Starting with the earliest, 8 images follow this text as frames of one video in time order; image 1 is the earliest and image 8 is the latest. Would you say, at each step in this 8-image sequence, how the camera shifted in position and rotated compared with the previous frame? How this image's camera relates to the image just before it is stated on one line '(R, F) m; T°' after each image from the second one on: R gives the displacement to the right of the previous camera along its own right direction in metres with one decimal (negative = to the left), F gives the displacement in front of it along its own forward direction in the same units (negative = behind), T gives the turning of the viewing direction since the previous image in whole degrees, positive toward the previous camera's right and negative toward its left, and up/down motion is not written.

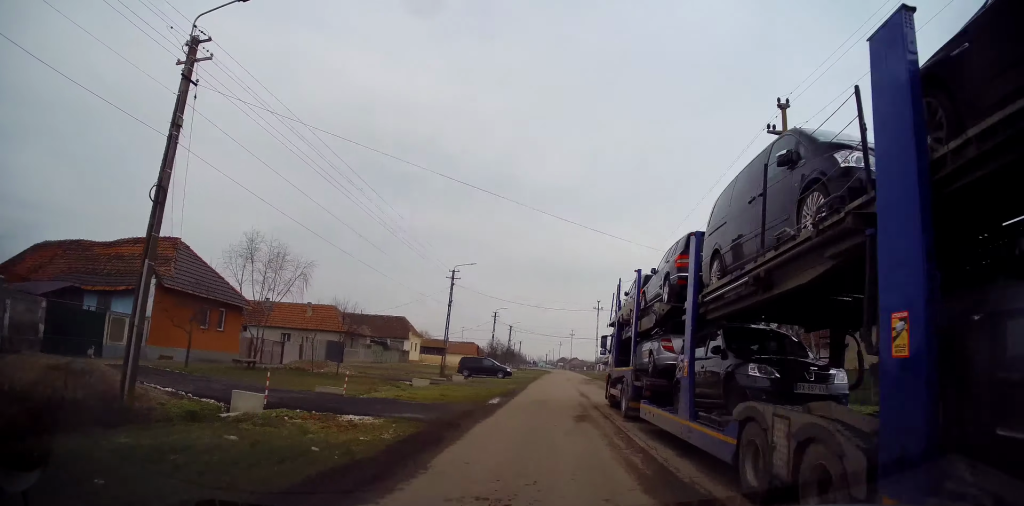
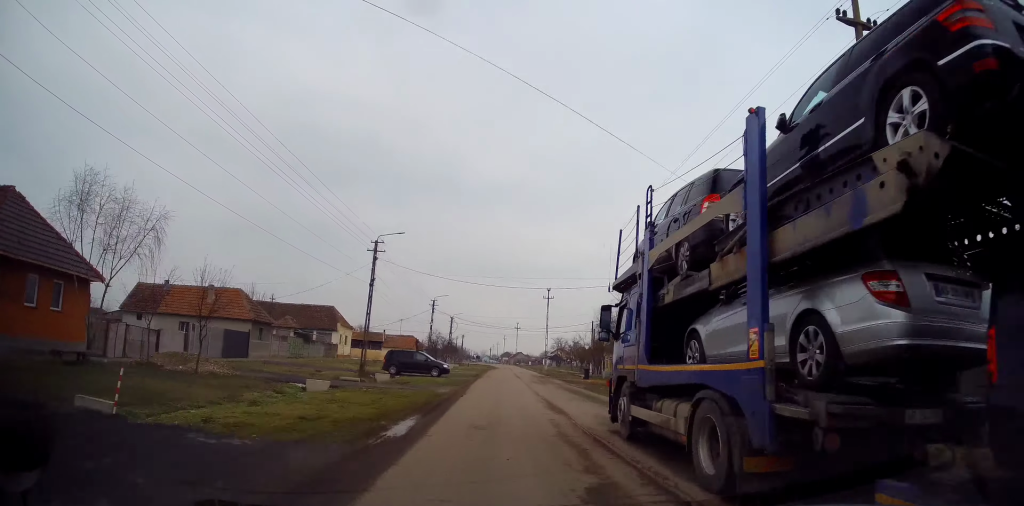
(+0.4, +7.2) m; +6°
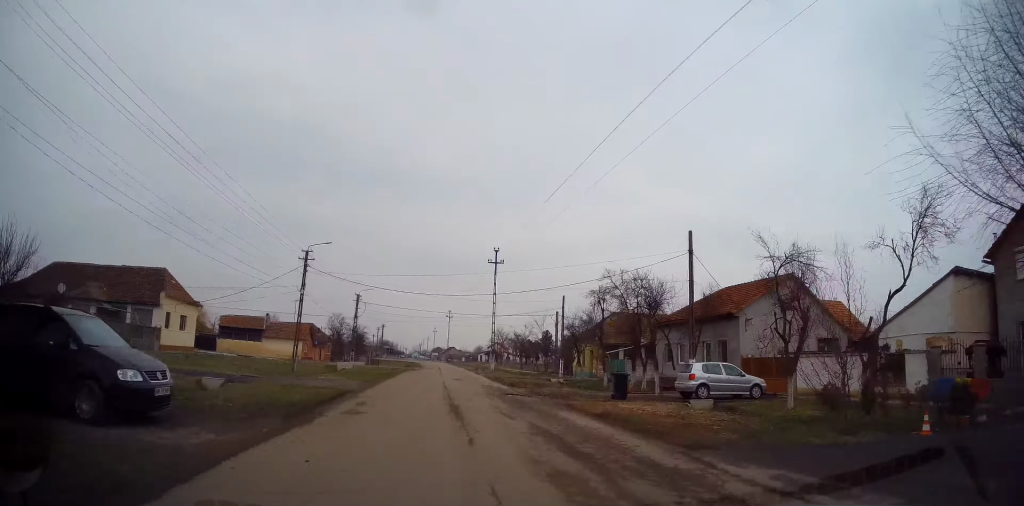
(+1.8, +26.4) m; +6°
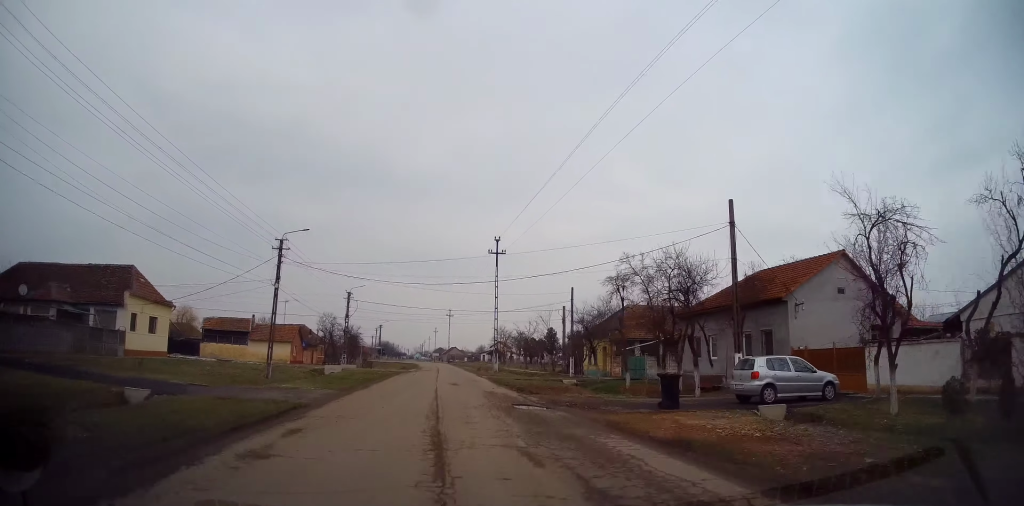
(0.0, +5.1) m; +1°
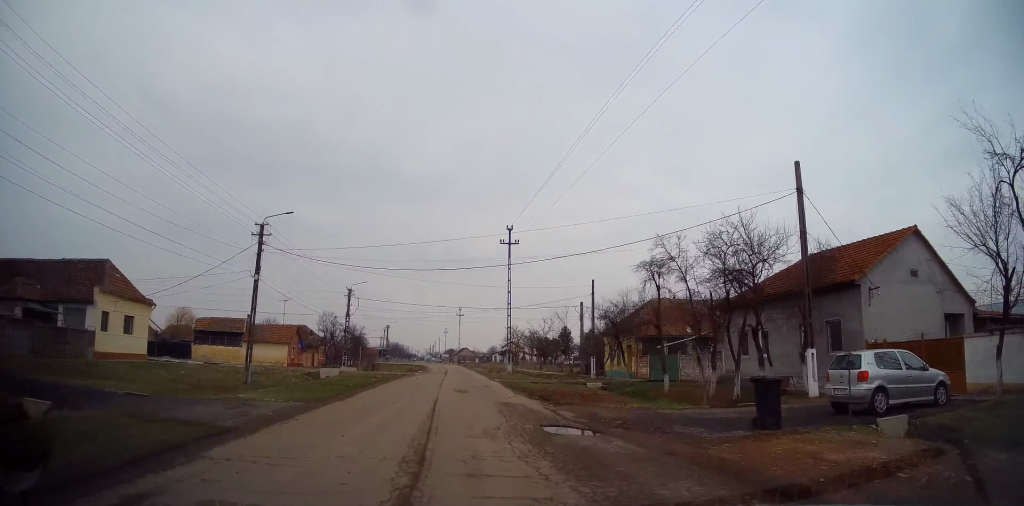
(+0.1, +4.4) m; +1°
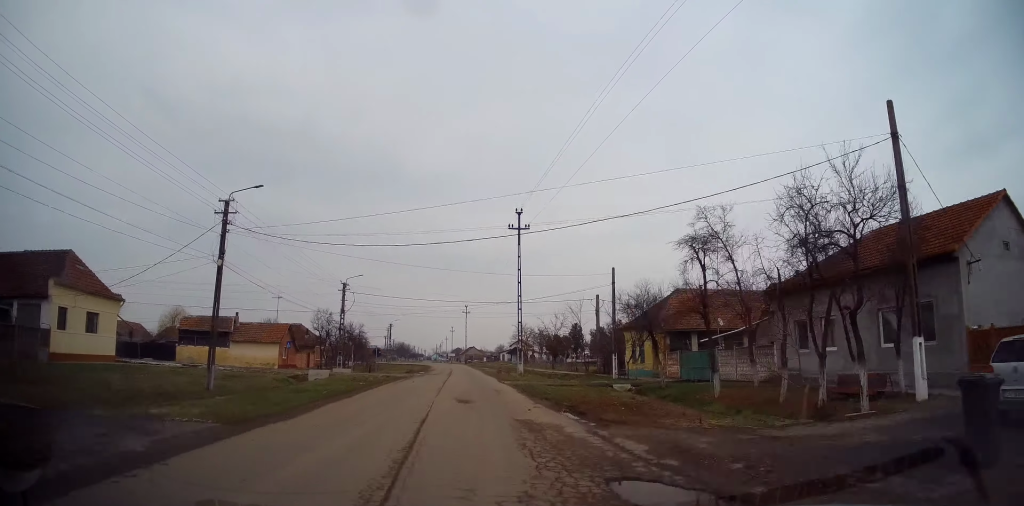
(+0.1, +4.9) m; +1°
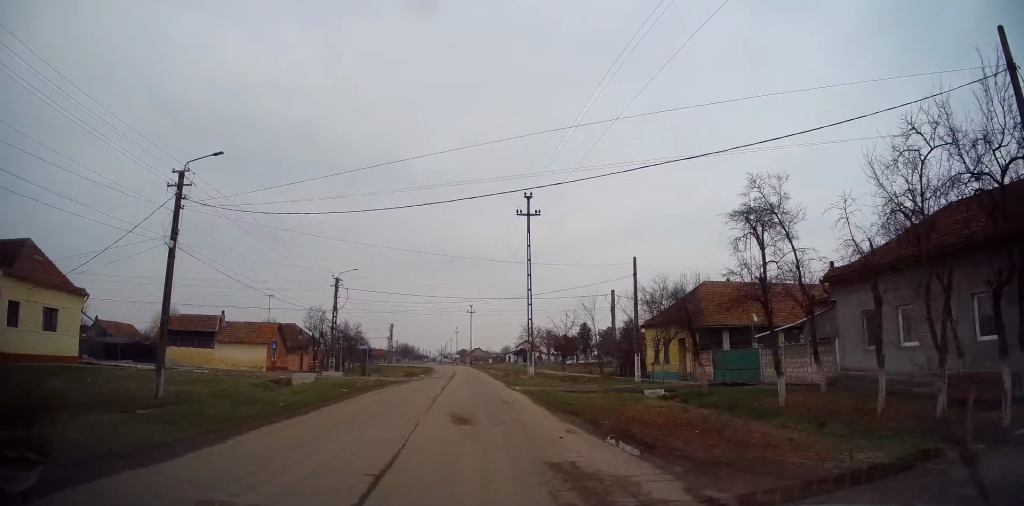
(0.0, +4.4) m; -1°
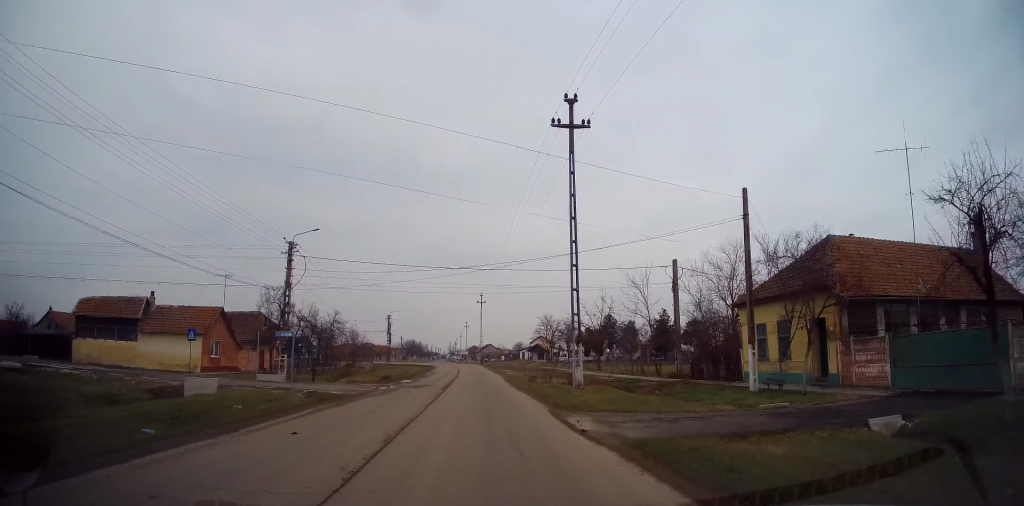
(-0.4, +13.9) m; -2°
